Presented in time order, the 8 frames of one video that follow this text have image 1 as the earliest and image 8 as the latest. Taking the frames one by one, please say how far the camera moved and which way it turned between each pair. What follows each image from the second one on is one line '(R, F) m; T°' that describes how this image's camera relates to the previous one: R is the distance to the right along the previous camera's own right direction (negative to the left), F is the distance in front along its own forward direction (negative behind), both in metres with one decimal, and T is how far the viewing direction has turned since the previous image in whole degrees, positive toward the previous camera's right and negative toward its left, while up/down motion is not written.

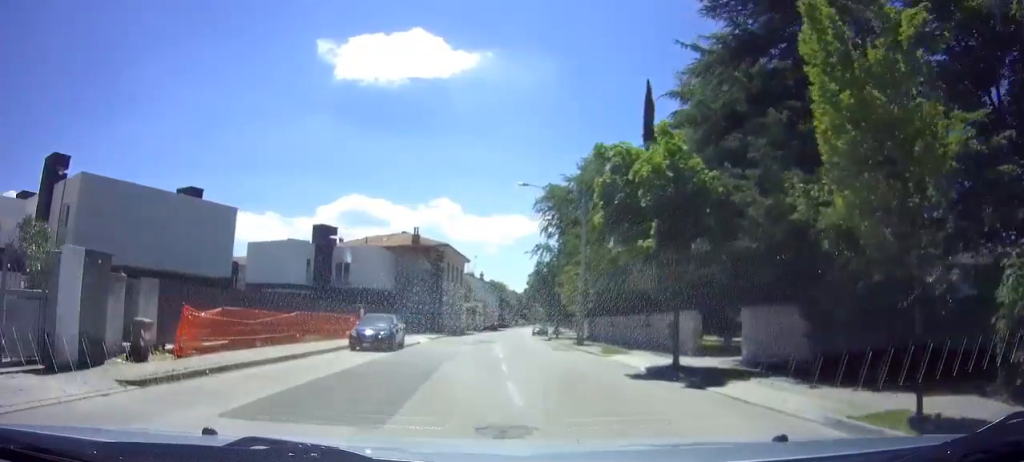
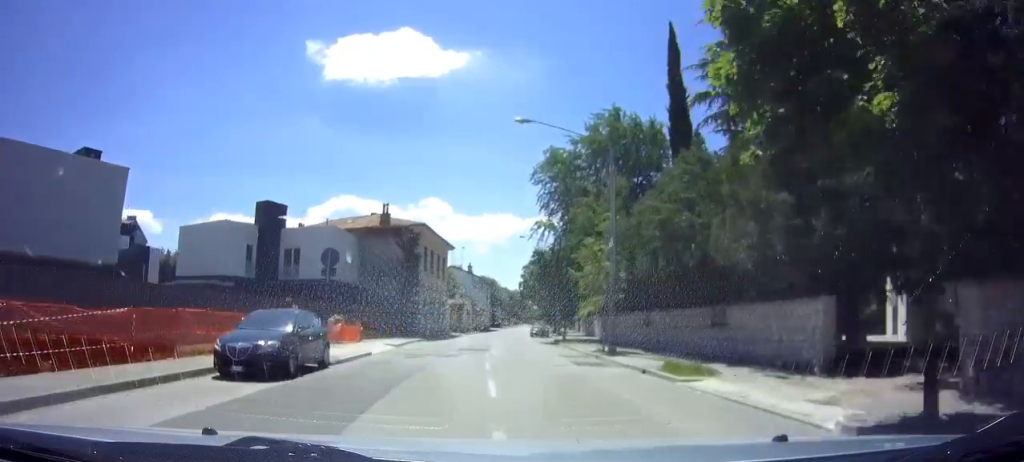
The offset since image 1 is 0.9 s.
(+0.1, +9.7) m; +1°
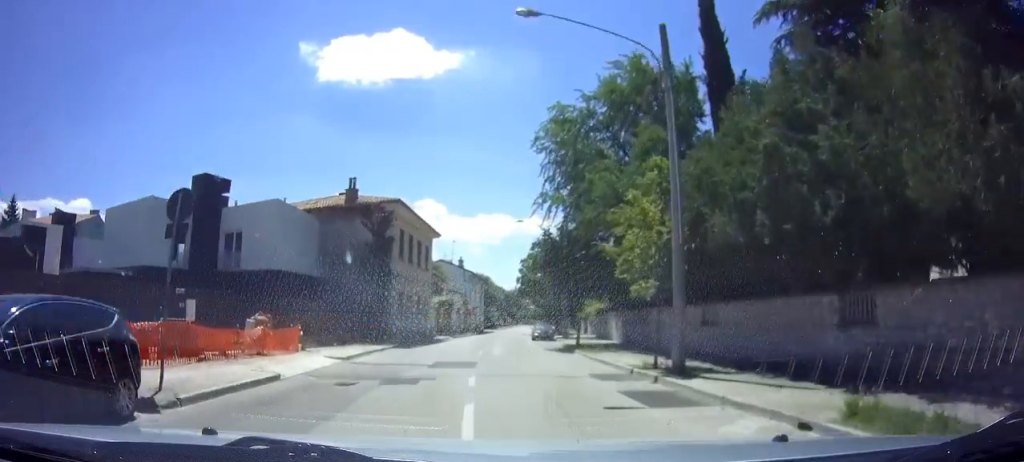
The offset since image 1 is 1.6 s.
(+0.1, +7.8) m; 0°
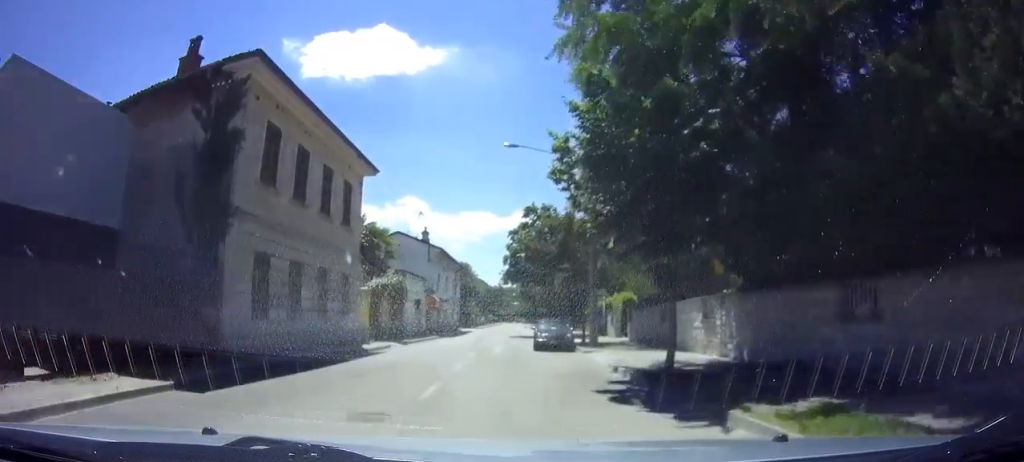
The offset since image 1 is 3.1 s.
(-0.4, +17.2) m; -1°
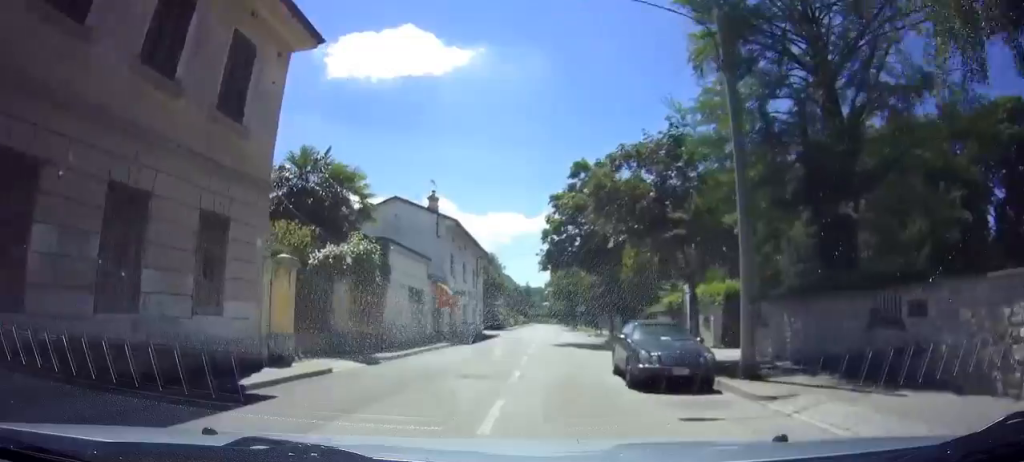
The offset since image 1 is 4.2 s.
(+0.2, +12.0) m; +1°
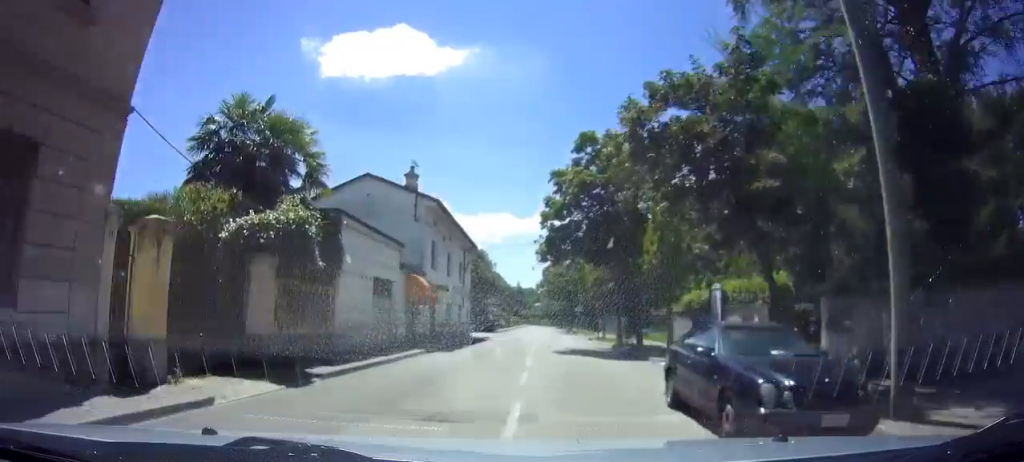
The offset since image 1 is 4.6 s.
(0.0, +5.3) m; 0°
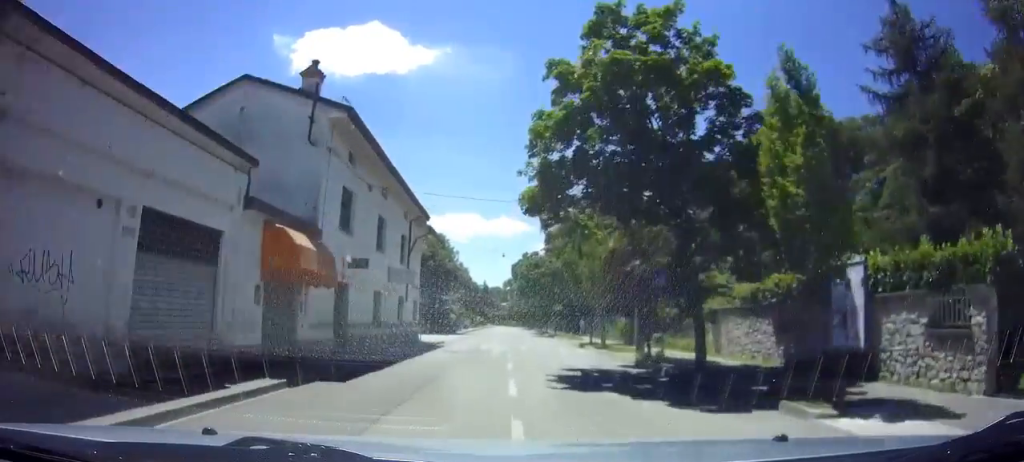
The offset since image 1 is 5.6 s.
(0.0, +10.7) m; +1°
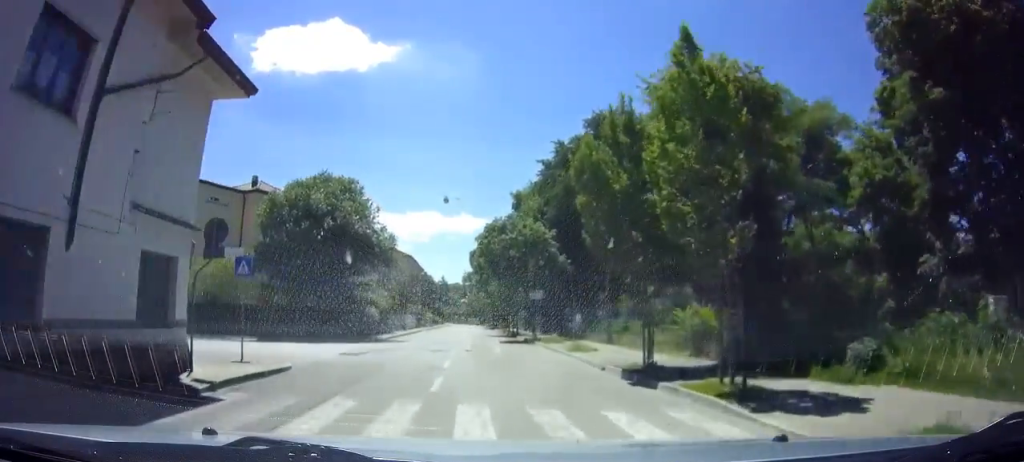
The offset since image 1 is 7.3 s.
(+0.8, +20.5) m; +4°
